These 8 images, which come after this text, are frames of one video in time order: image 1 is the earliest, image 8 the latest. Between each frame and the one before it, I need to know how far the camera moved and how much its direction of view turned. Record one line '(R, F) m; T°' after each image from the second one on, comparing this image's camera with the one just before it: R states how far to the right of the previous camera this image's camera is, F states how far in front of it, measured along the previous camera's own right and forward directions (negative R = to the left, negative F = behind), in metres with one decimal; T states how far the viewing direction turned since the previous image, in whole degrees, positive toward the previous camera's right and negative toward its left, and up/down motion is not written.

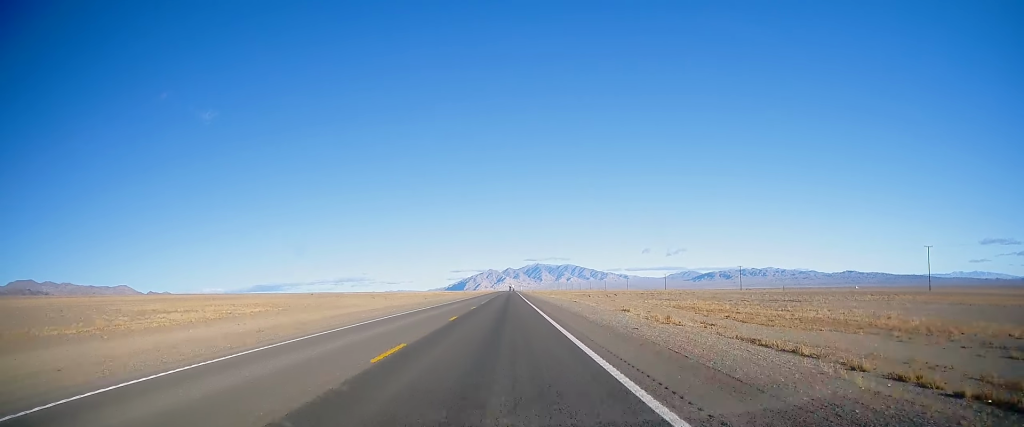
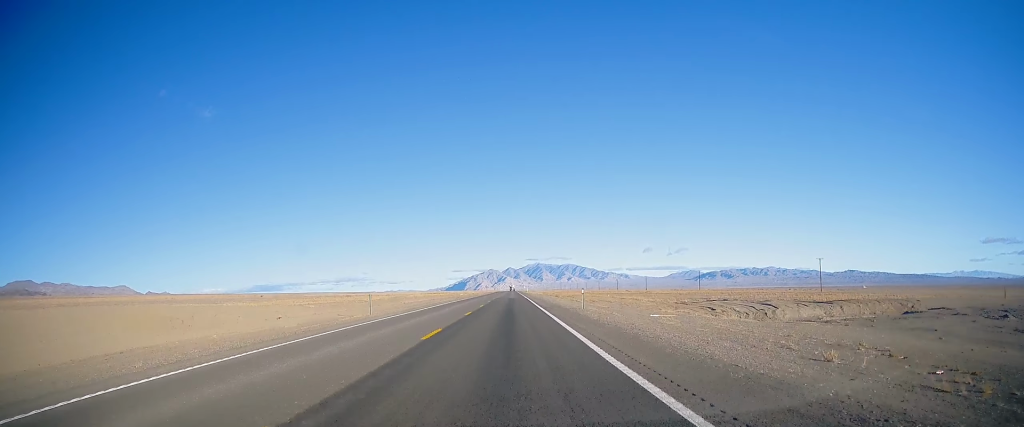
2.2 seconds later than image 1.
(-1.0, +68.7) m; -1°
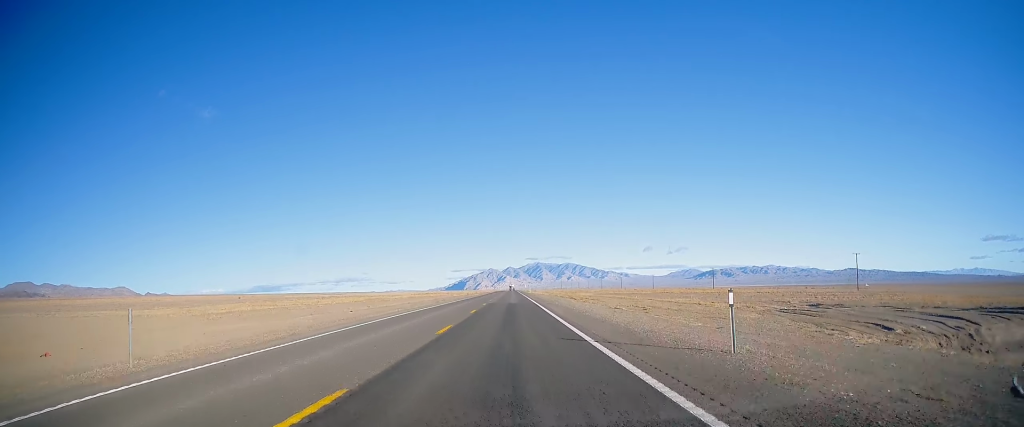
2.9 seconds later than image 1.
(+0.3, +22.3) m; +1°
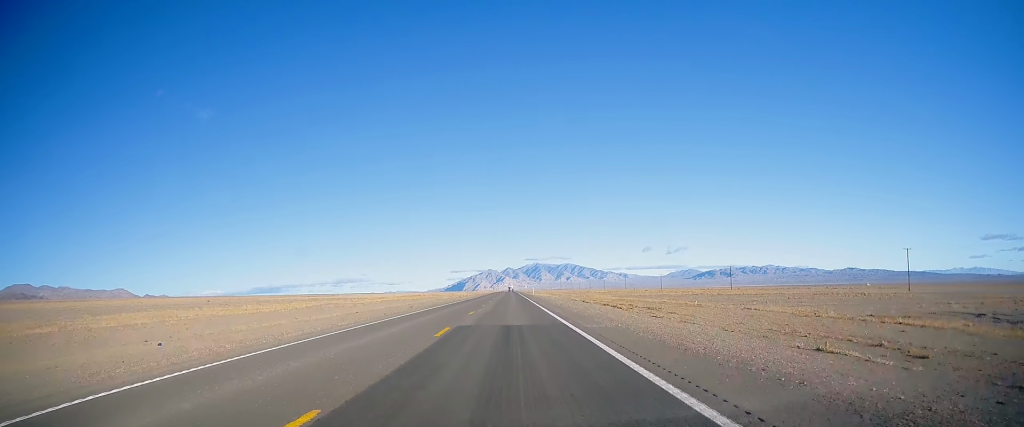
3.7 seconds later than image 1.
(+0.1, +25.6) m; 0°
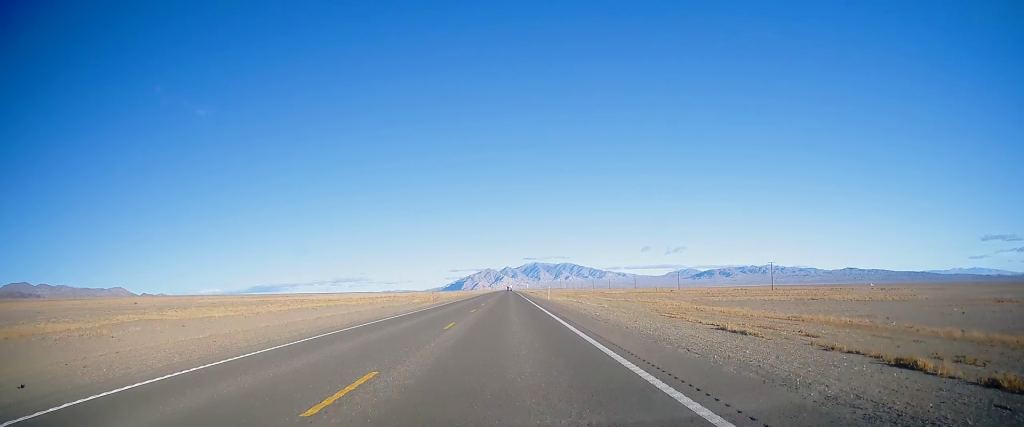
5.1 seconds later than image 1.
(-0.1, +45.3) m; 0°
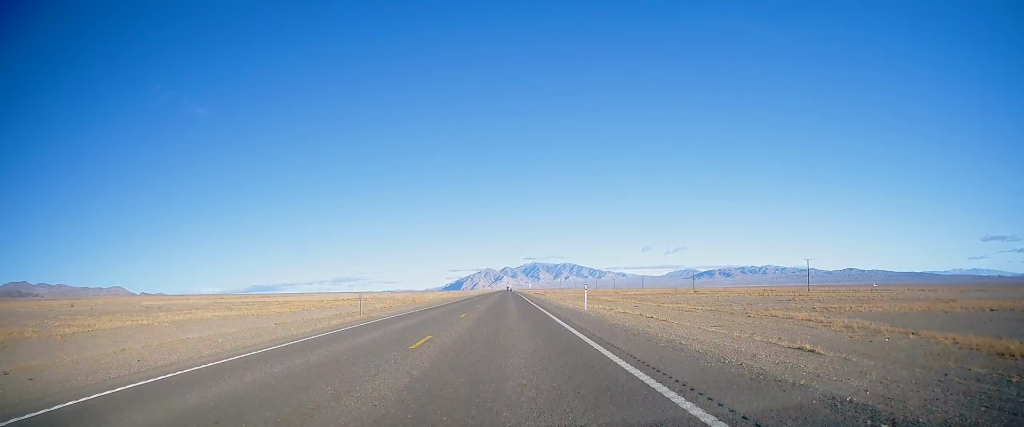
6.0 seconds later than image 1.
(+0.2, +29.8) m; 0°
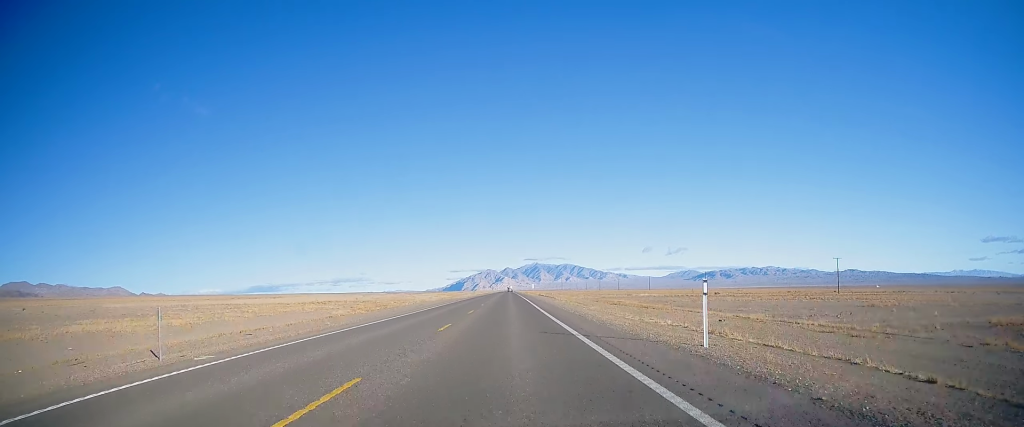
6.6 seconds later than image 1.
(-0.1, +19.0) m; 0°
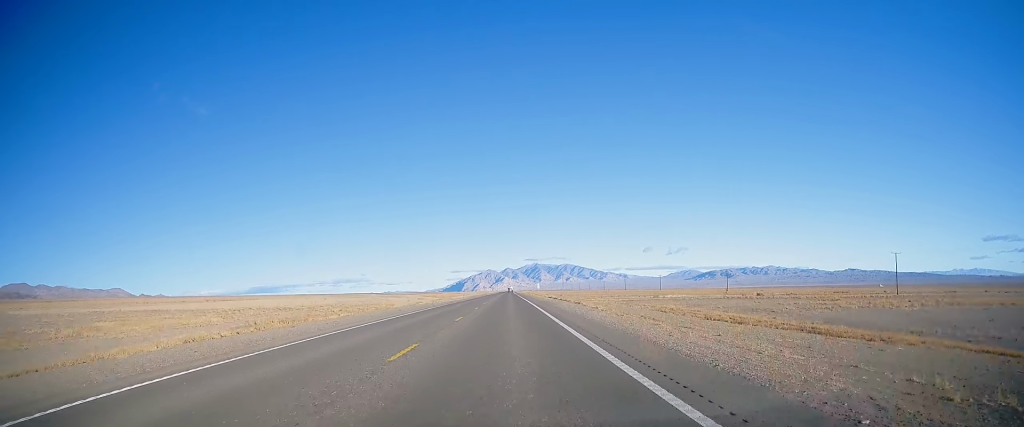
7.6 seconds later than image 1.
(0.0, +30.9) m; -1°
